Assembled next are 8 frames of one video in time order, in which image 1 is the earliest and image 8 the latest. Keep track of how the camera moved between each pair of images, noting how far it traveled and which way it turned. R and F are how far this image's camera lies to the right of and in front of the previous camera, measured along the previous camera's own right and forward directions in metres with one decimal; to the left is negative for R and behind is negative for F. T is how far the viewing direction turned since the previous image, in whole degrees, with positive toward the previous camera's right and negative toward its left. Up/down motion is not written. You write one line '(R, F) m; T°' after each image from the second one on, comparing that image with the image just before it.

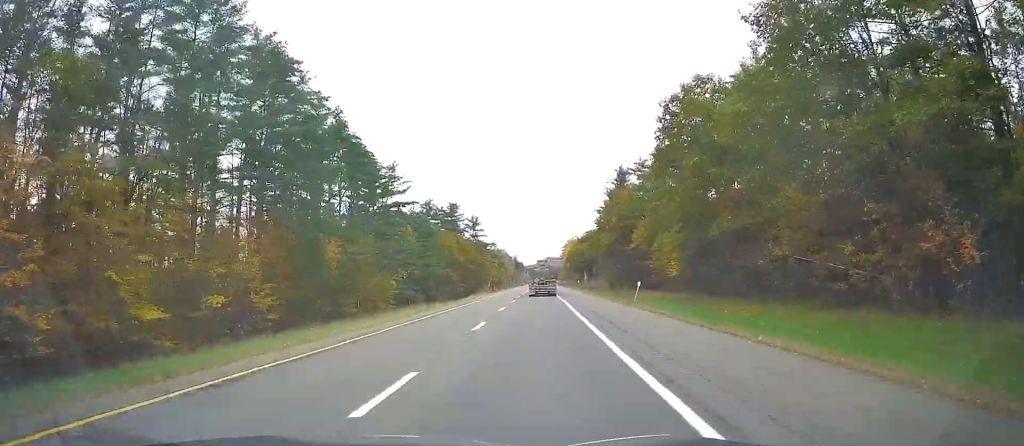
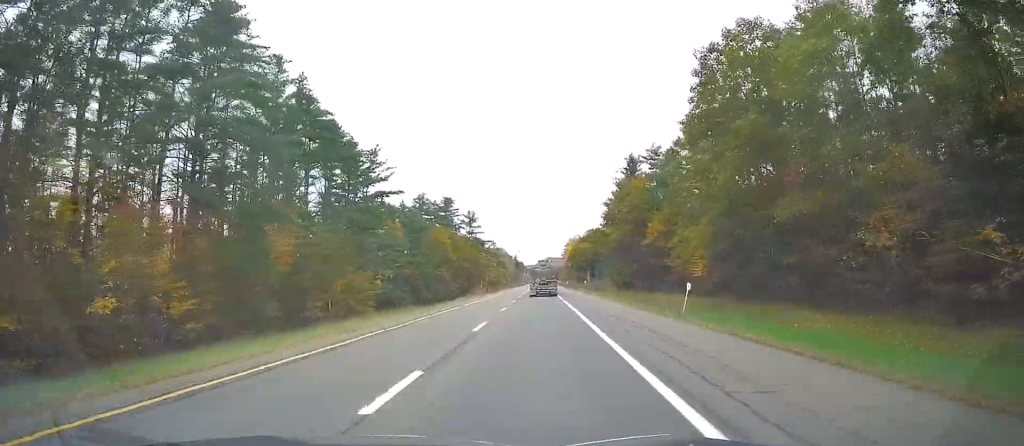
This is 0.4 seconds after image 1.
(0.0, +11.8) m; 0°
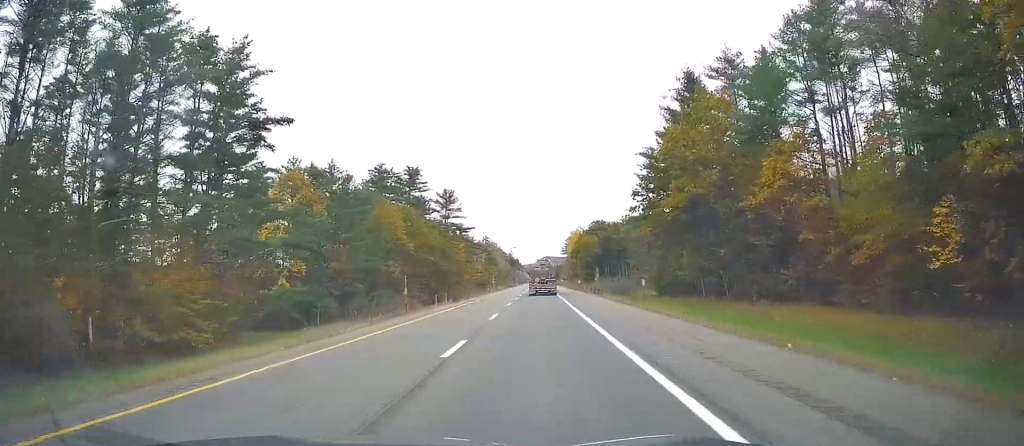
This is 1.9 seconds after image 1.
(0.0, +42.4) m; 0°
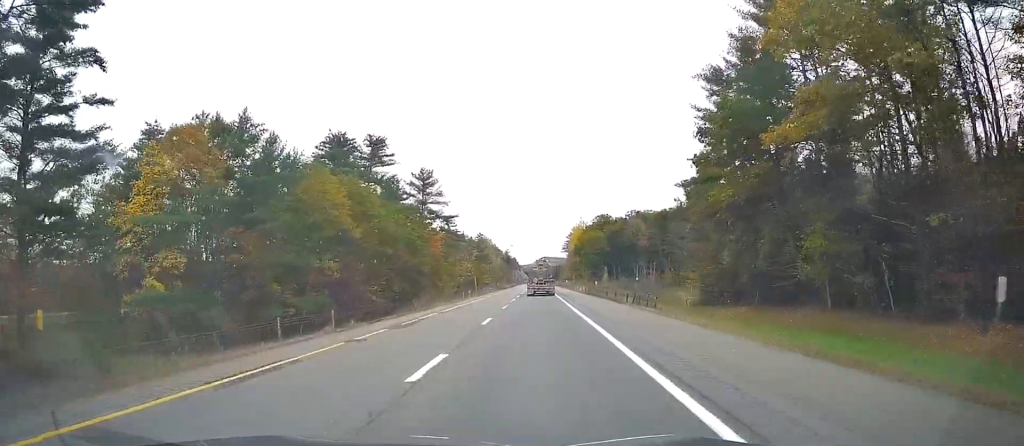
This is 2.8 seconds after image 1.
(+0.1, +26.5) m; 0°
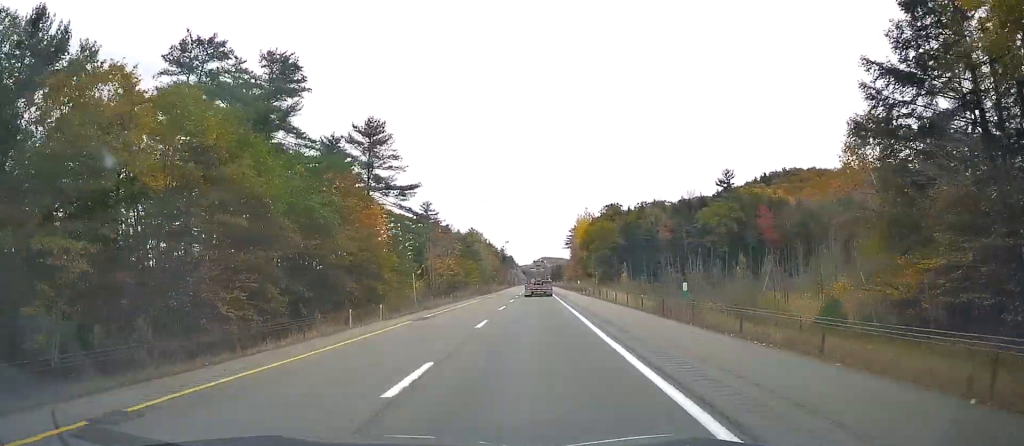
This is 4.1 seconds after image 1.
(-0.2, +36.2) m; 0°
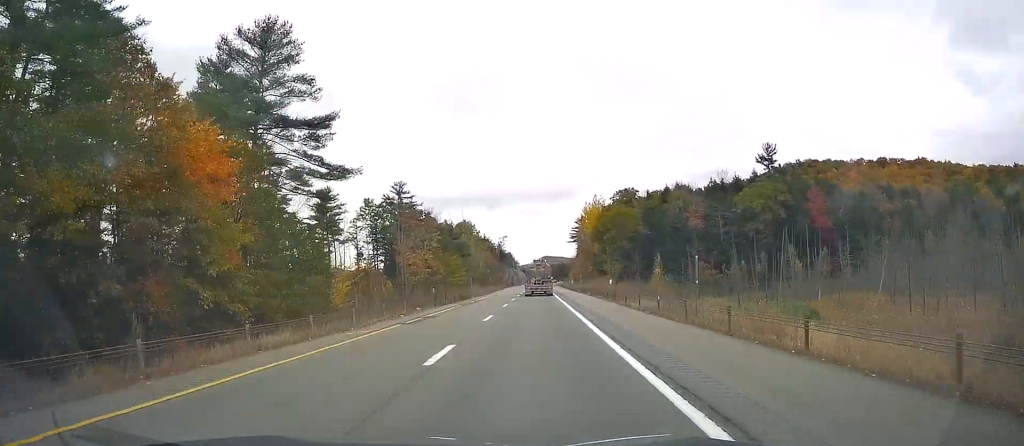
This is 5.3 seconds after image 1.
(+0.5, +32.8) m; +1°
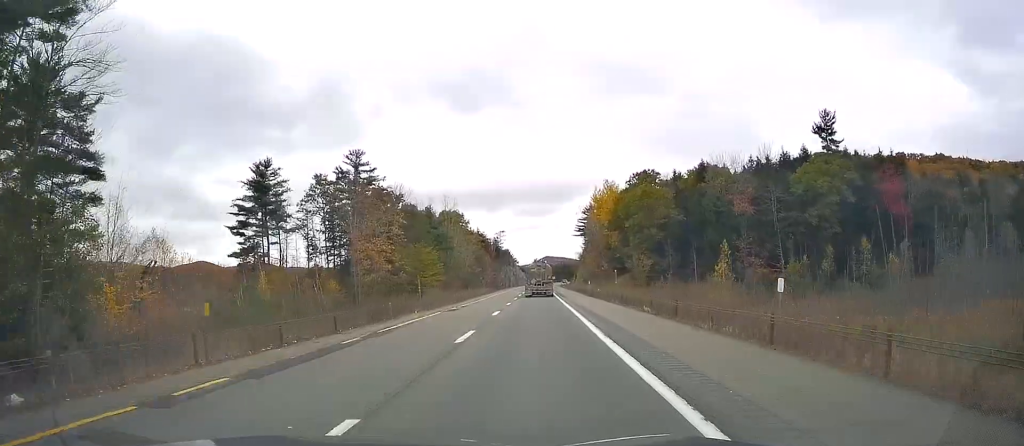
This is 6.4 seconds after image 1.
(-0.2, +31.7) m; -1°
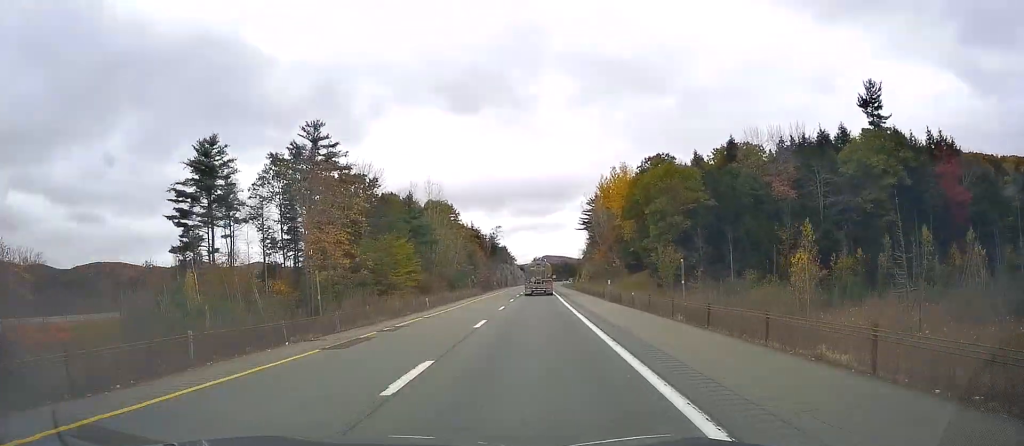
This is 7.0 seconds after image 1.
(-0.1, +18.8) m; 0°
